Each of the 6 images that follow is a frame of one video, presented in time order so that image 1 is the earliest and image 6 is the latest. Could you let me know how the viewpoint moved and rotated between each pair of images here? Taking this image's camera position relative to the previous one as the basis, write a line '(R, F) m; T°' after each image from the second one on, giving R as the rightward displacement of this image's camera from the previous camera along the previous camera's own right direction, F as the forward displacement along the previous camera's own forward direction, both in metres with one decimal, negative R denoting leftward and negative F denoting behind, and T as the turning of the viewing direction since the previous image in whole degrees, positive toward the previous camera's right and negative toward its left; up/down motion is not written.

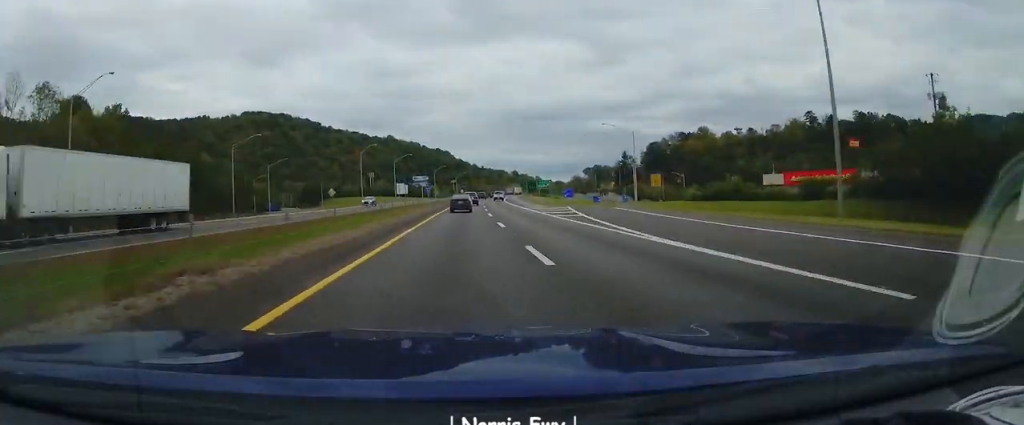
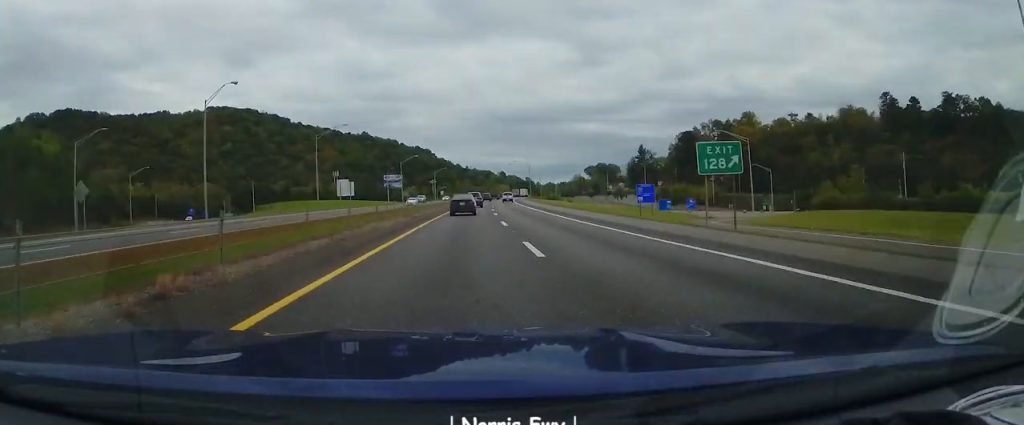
(0.0, +70.2) m; +2°
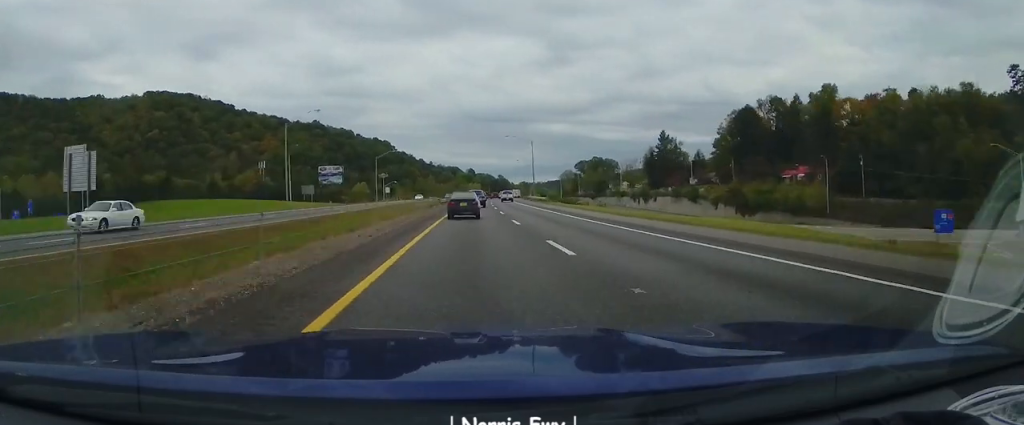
(+3.4, +82.1) m; +4°
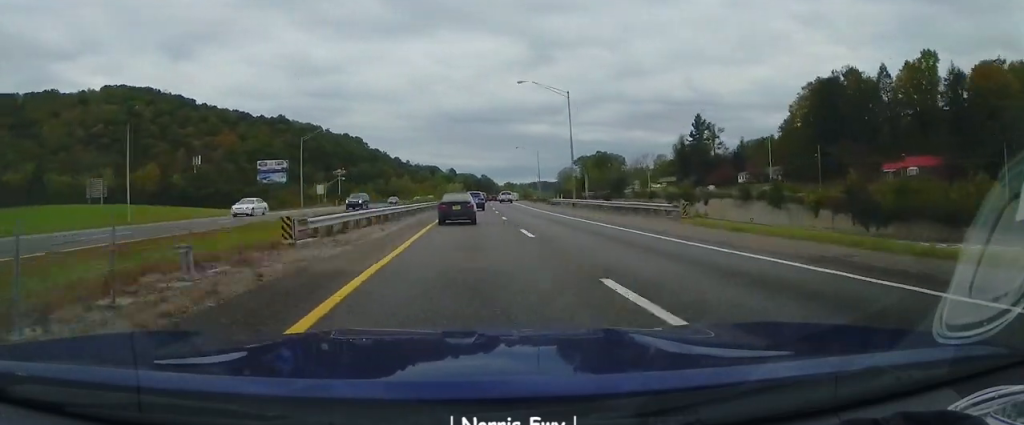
(+0.7, +55.6) m; +2°
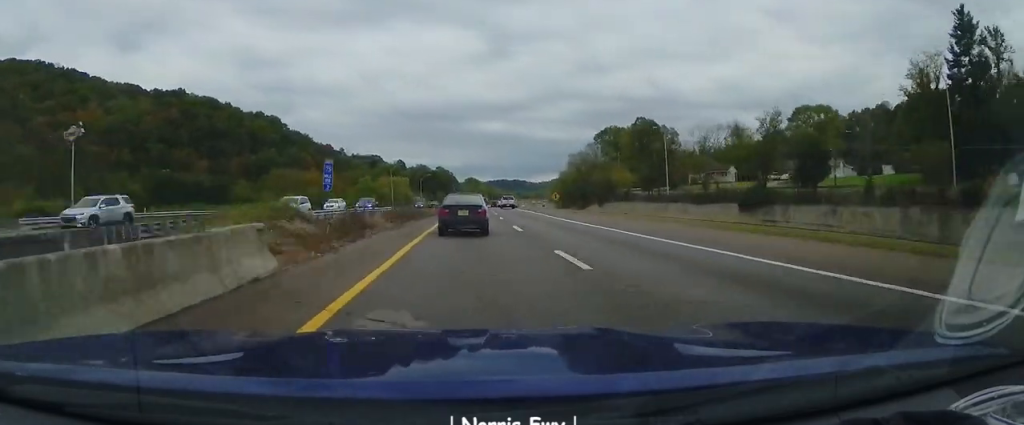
(+5.7, +129.7) m; +3°
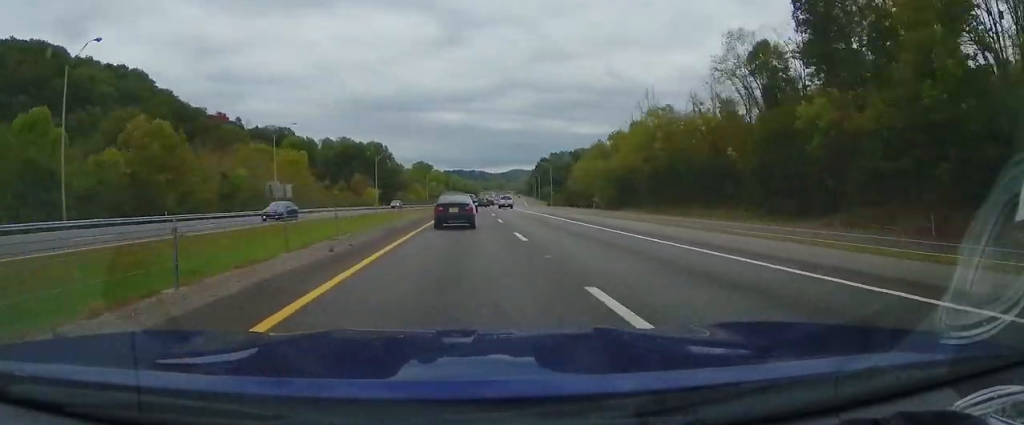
(+2.6, +137.8) m; +4°
